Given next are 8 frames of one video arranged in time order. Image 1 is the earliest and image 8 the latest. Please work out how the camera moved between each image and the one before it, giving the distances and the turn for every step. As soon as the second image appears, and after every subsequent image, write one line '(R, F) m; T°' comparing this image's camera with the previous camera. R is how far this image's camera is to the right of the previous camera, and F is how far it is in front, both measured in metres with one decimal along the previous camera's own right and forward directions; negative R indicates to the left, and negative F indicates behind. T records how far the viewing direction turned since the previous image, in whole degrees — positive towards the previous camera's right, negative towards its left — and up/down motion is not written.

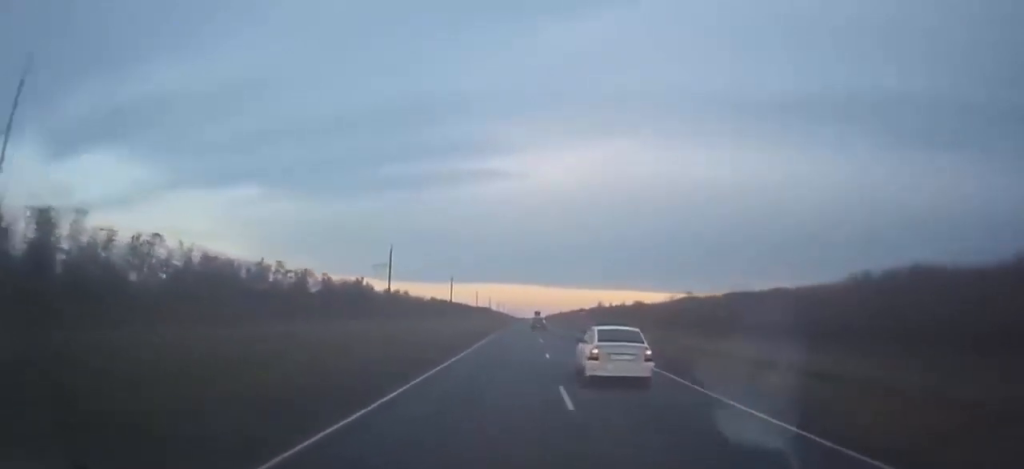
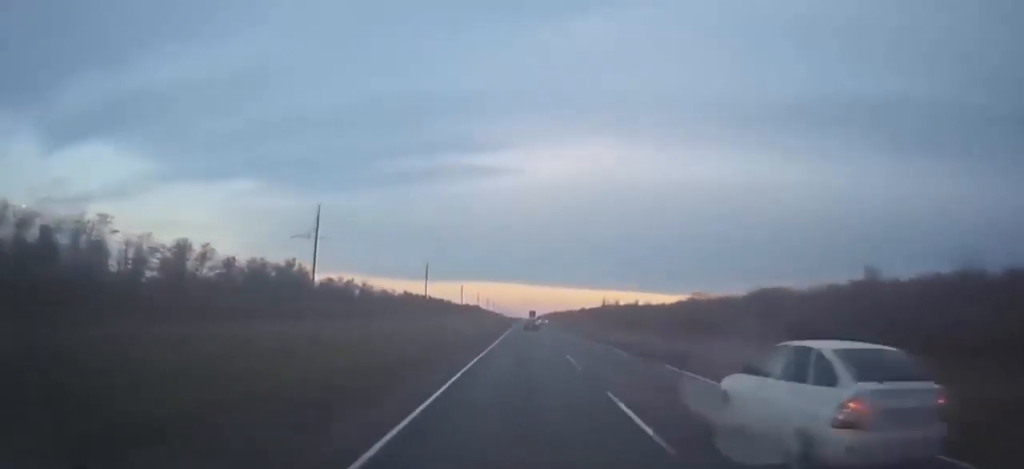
(0.0, +62.0) m; 0°
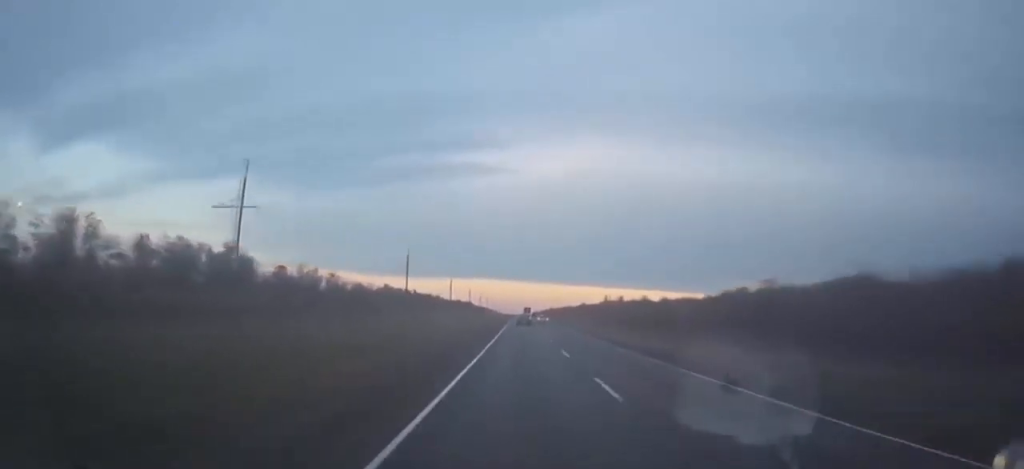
(0.0, +32.0) m; 0°
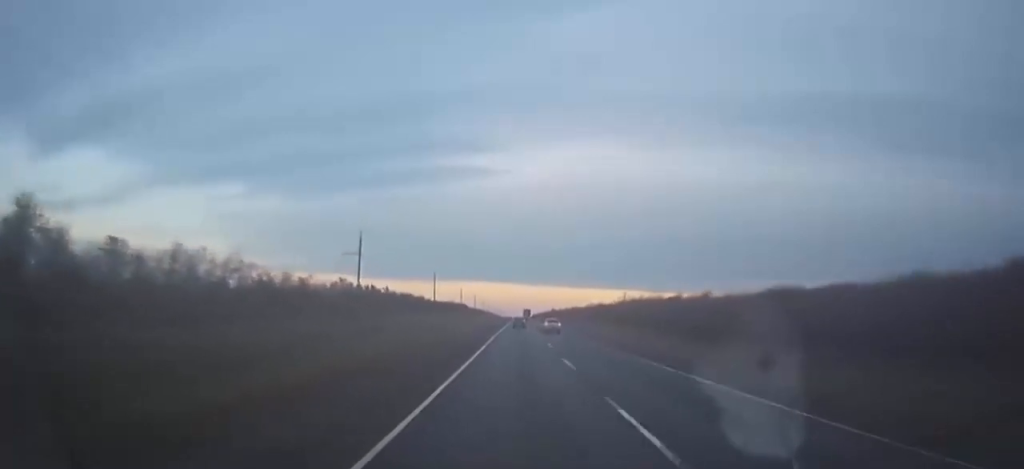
(+0.6, +63.7) m; +1°
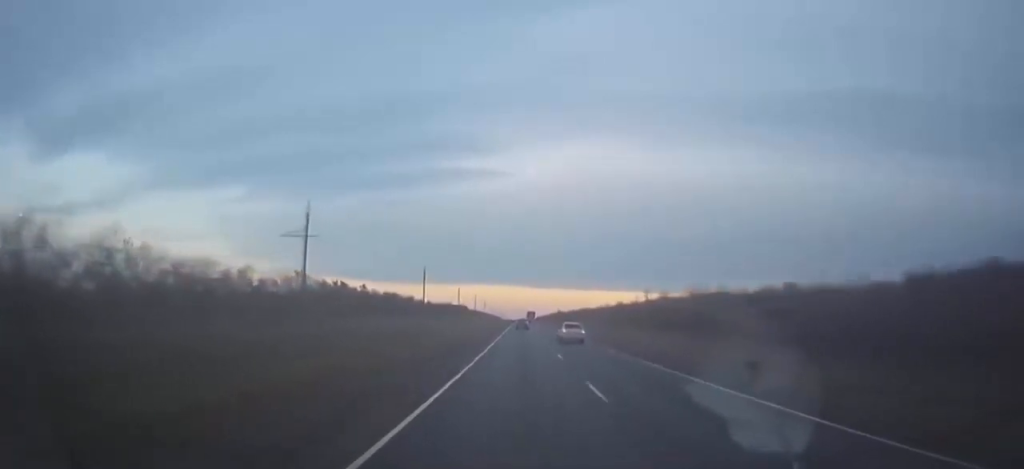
(+0.1, +42.7) m; 0°
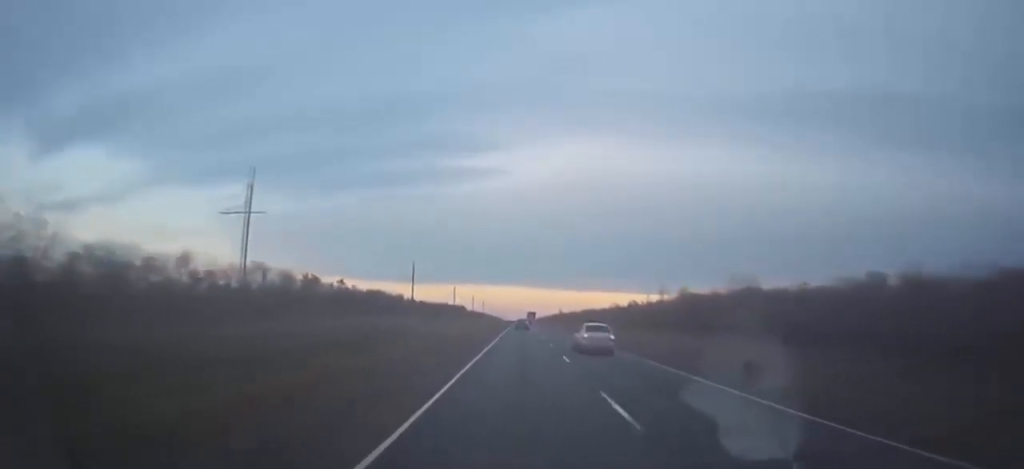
(-0.1, +26.4) m; 0°
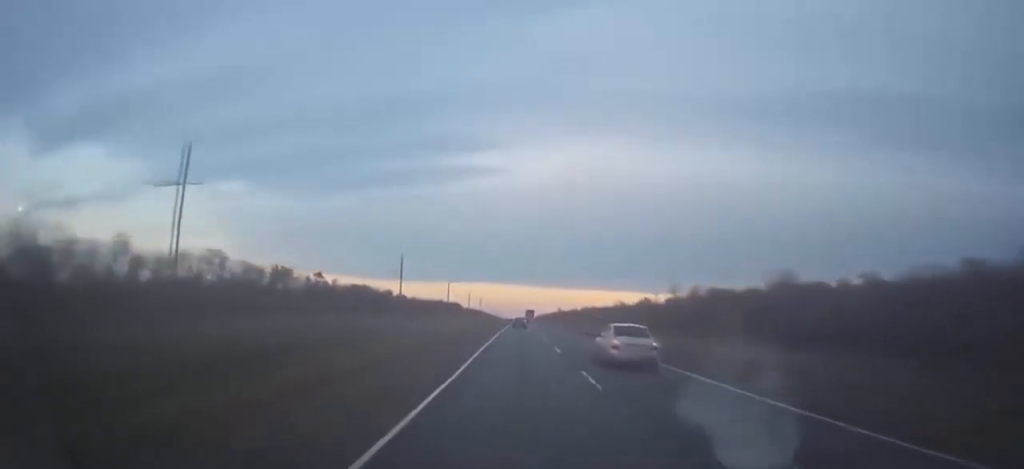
(-0.1, +19.5) m; 0°
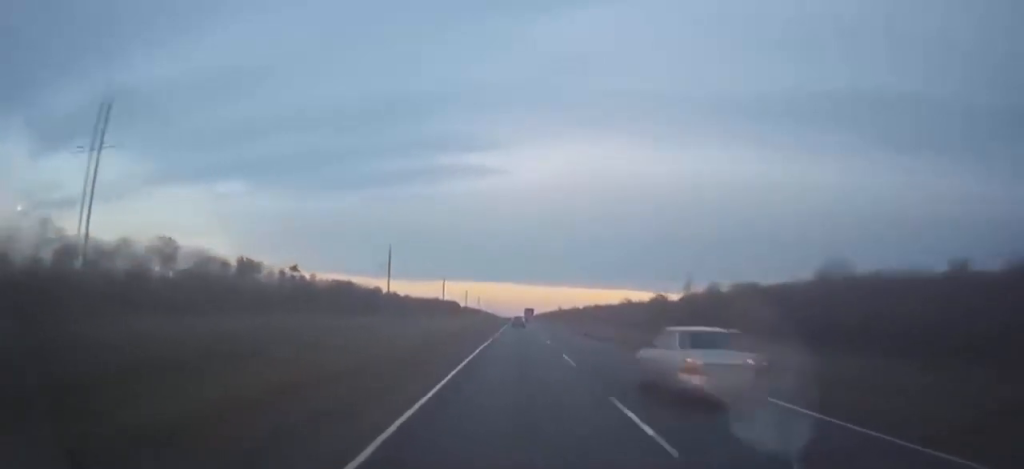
(0.0, +18.1) m; 0°
